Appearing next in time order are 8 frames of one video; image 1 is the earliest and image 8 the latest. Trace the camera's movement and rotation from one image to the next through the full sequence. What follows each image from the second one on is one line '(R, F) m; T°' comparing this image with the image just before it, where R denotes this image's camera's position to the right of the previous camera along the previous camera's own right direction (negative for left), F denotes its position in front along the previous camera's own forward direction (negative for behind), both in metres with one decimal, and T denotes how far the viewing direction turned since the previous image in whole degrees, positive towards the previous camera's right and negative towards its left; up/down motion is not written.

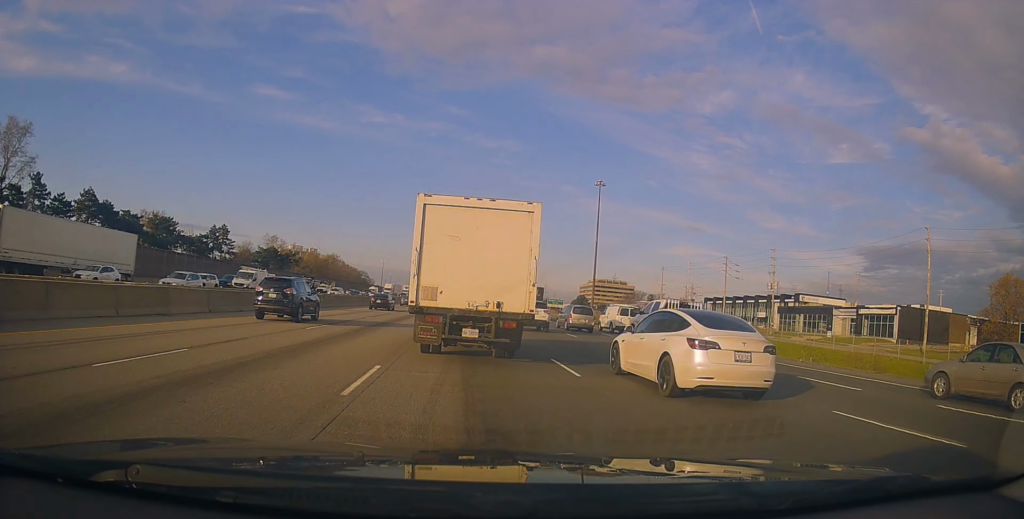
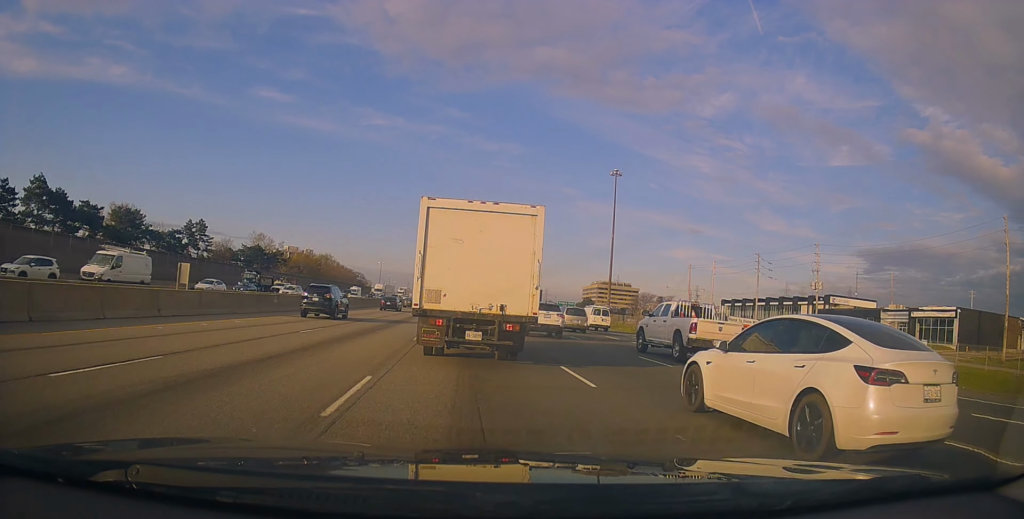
(+0.3, +13.4) m; 0°
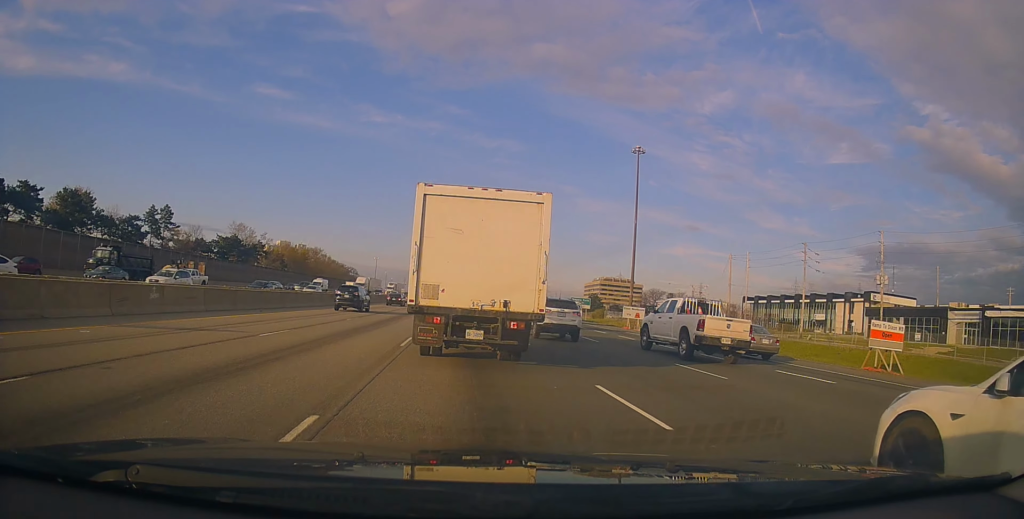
(-0.1, +15.7) m; +1°
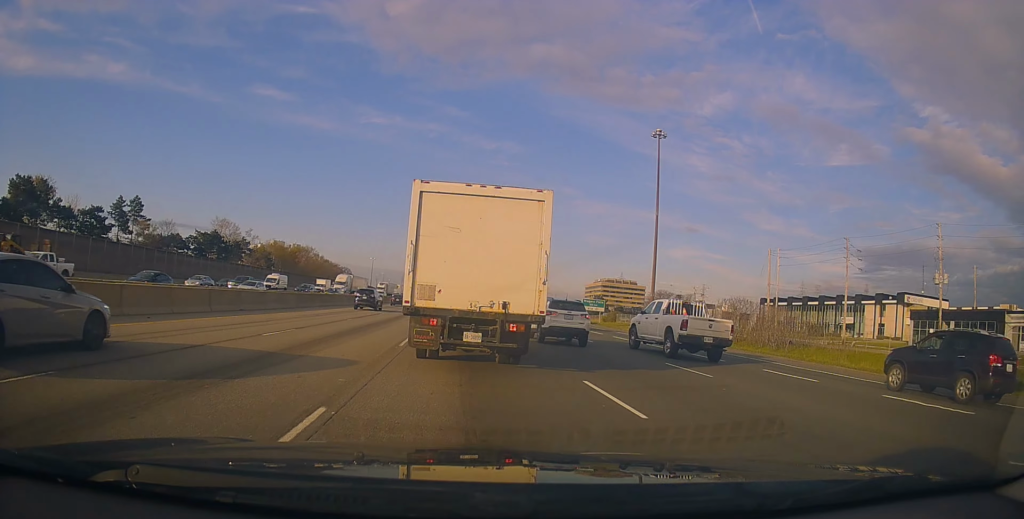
(+0.4, +12.1) m; 0°
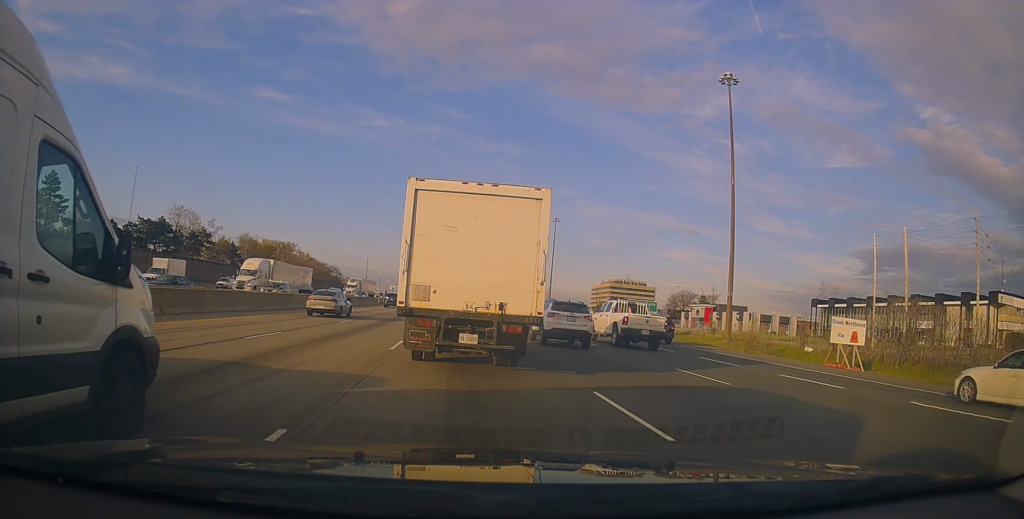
(-0.1, +25.5) m; 0°
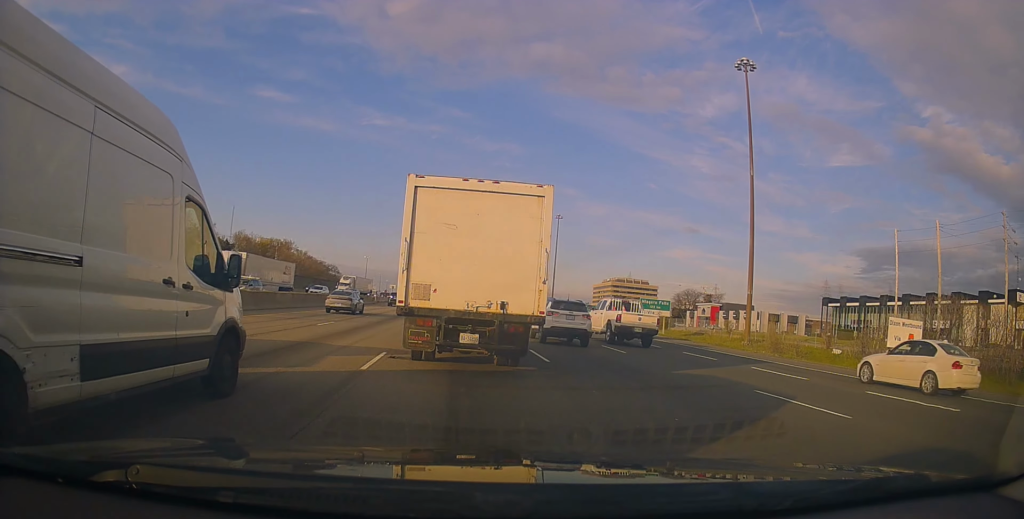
(0.0, +4.4) m; 0°
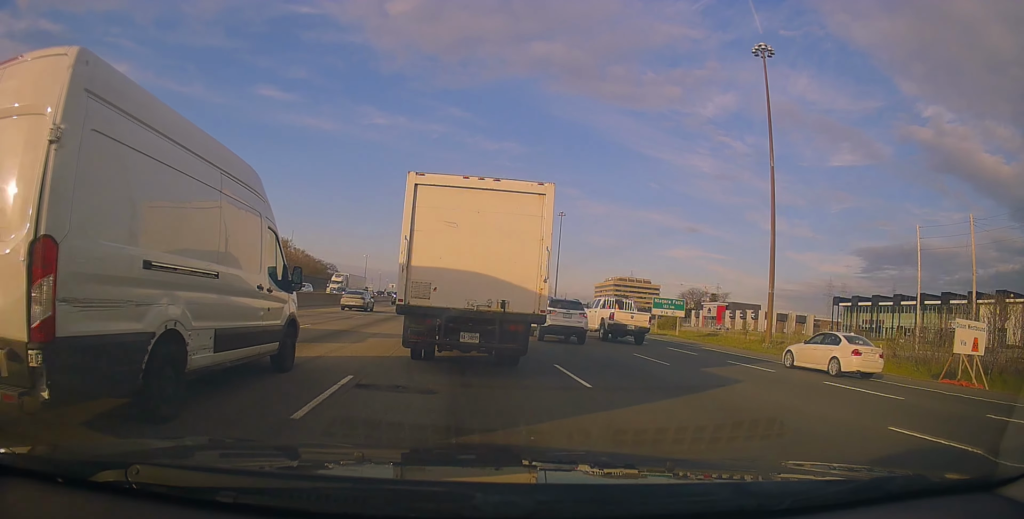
(0.0, +4.0) m; +1°
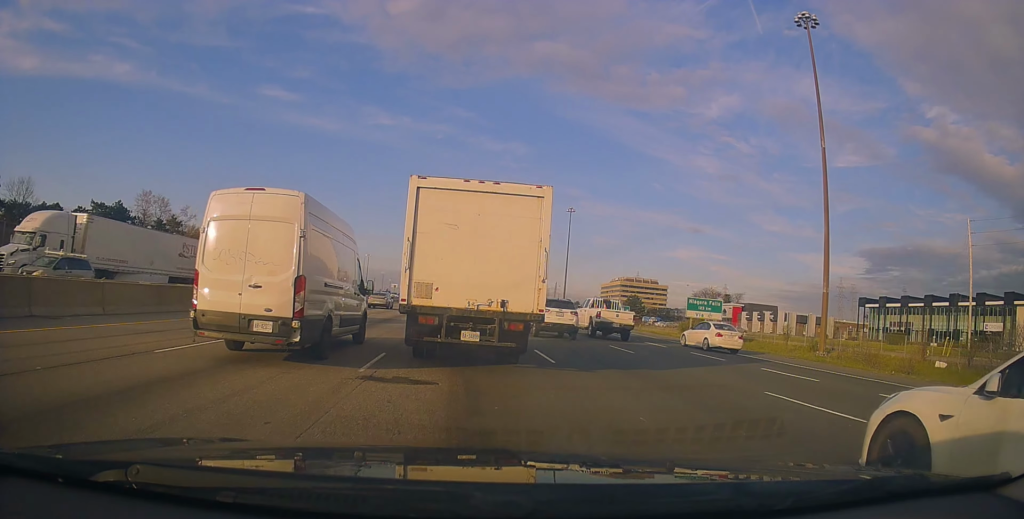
(+0.1, +8.8) m; +2°
